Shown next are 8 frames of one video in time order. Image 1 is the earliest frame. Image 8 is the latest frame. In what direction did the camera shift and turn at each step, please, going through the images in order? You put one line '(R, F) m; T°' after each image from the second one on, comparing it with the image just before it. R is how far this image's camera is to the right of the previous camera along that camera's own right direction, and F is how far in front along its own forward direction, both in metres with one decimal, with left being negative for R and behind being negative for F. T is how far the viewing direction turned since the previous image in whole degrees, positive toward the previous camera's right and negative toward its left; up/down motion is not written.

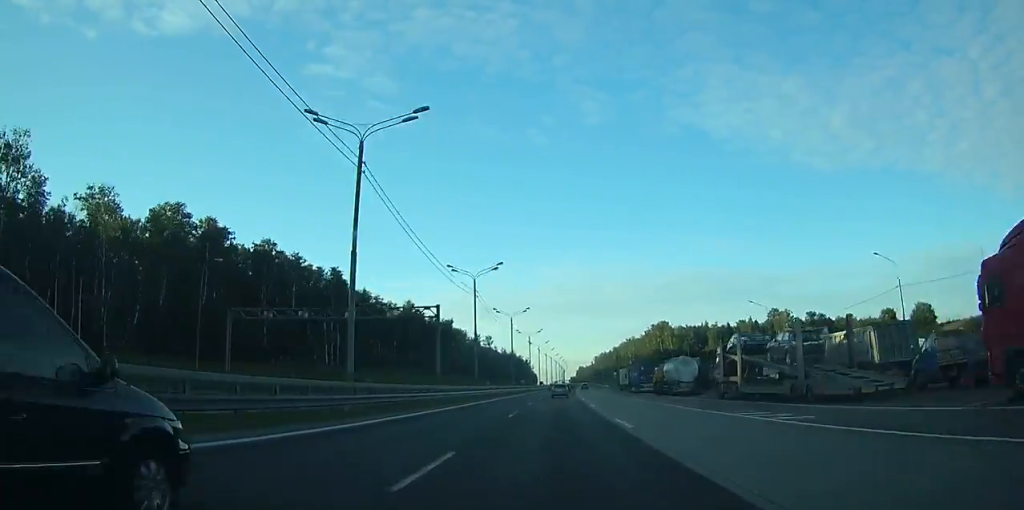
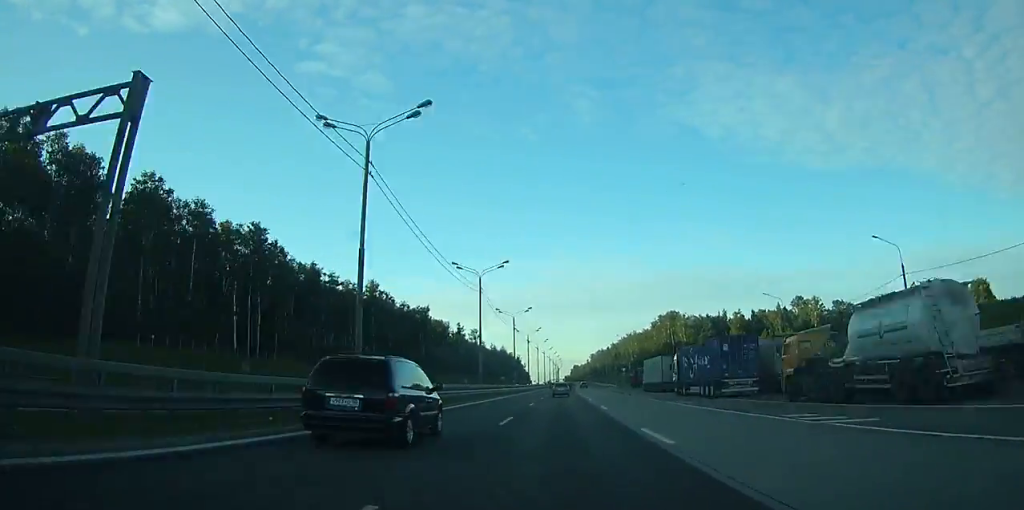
(+0.4, +34.4) m; +1°
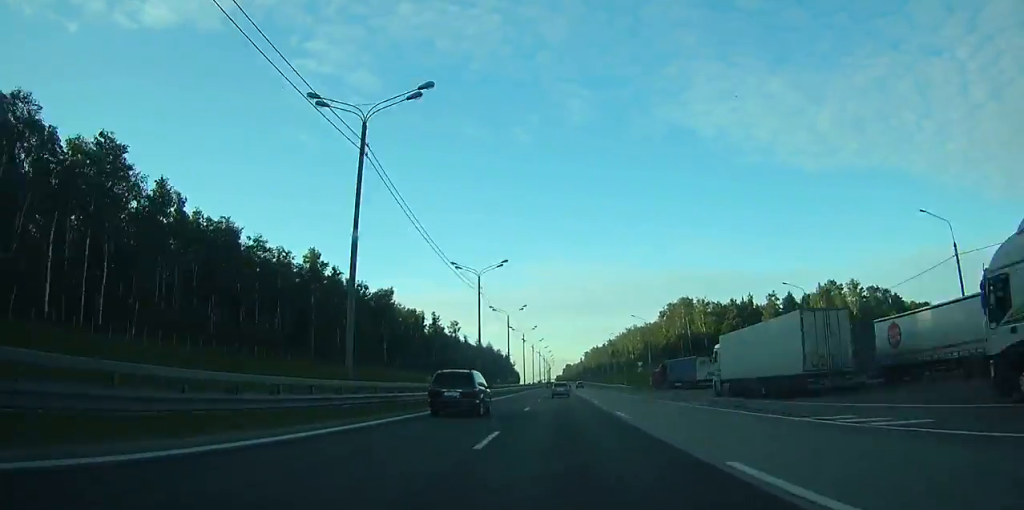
(0.0, +34.5) m; +1°
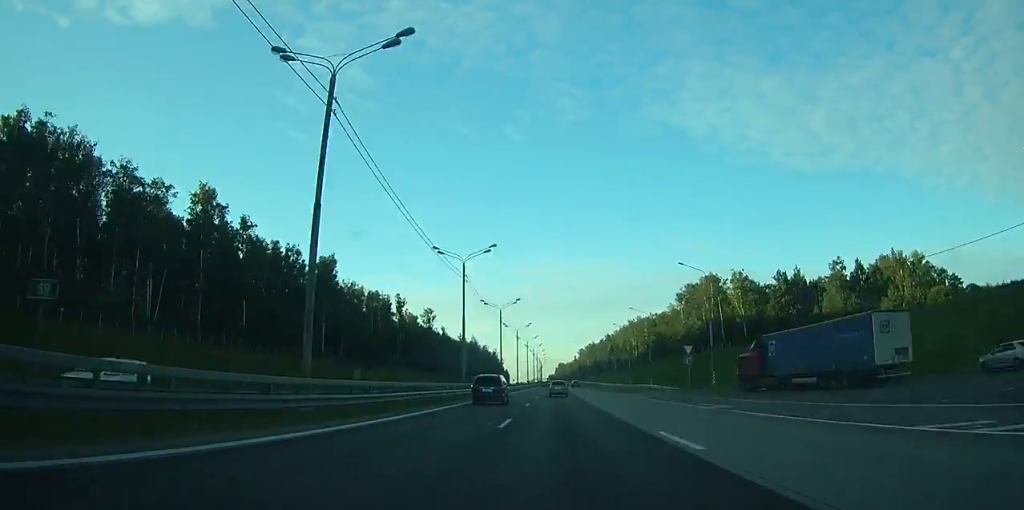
(+0.4, +41.4) m; +1°
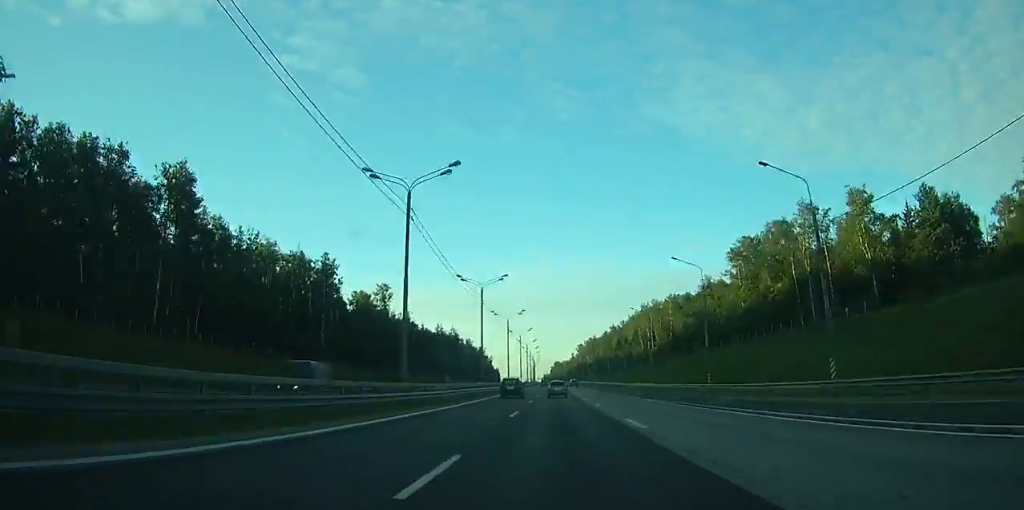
(+0.3, +56.7) m; +1°
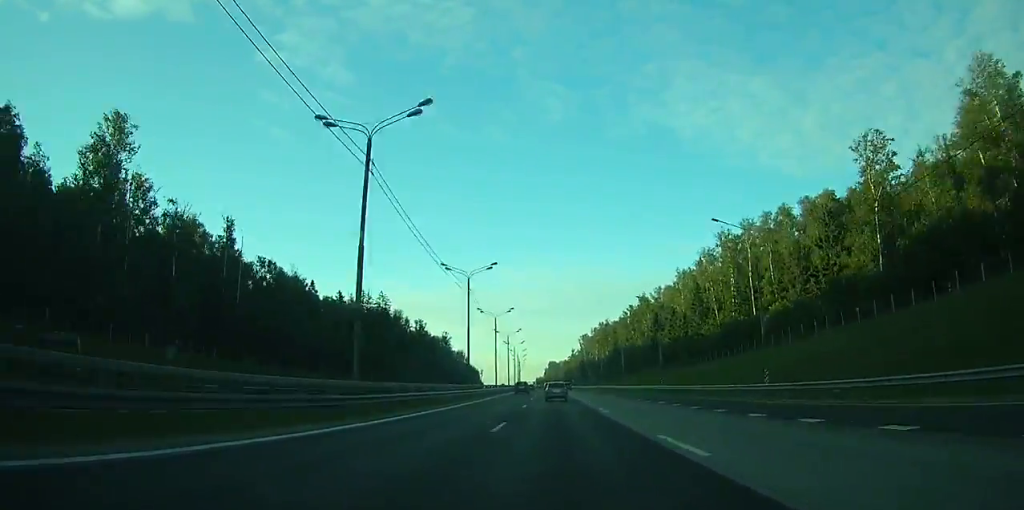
(+0.9, +123.1) m; 0°
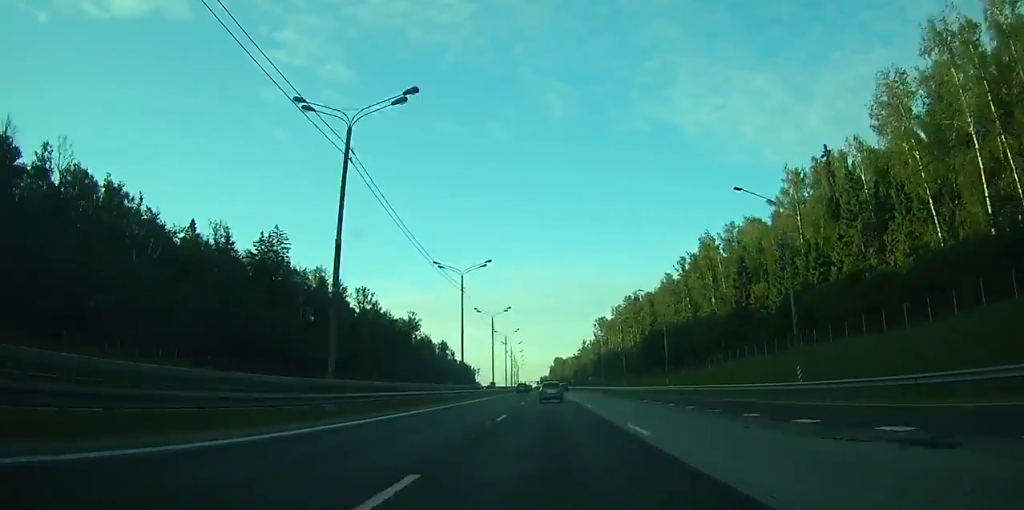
(+0.1, +80.8) m; 0°
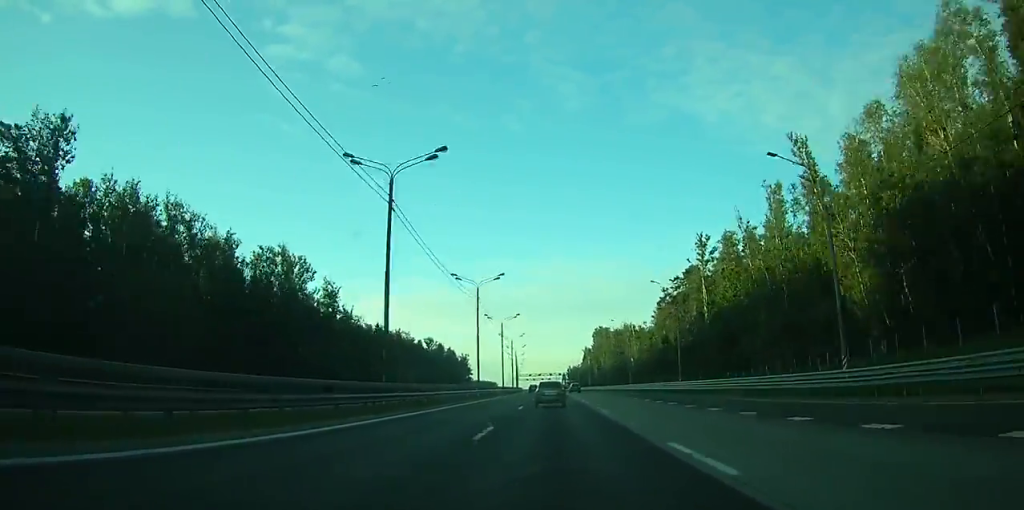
(-4.5, +214.4) m; -2°
